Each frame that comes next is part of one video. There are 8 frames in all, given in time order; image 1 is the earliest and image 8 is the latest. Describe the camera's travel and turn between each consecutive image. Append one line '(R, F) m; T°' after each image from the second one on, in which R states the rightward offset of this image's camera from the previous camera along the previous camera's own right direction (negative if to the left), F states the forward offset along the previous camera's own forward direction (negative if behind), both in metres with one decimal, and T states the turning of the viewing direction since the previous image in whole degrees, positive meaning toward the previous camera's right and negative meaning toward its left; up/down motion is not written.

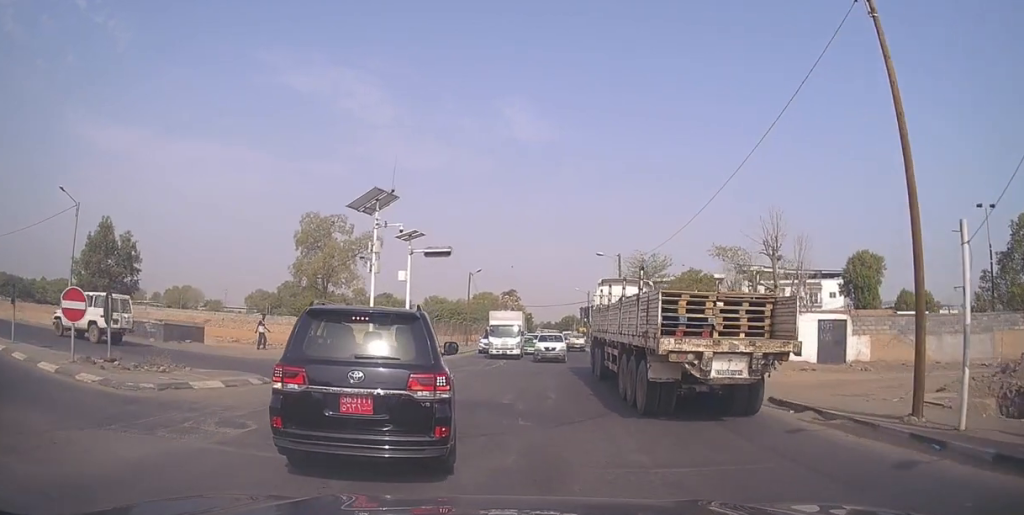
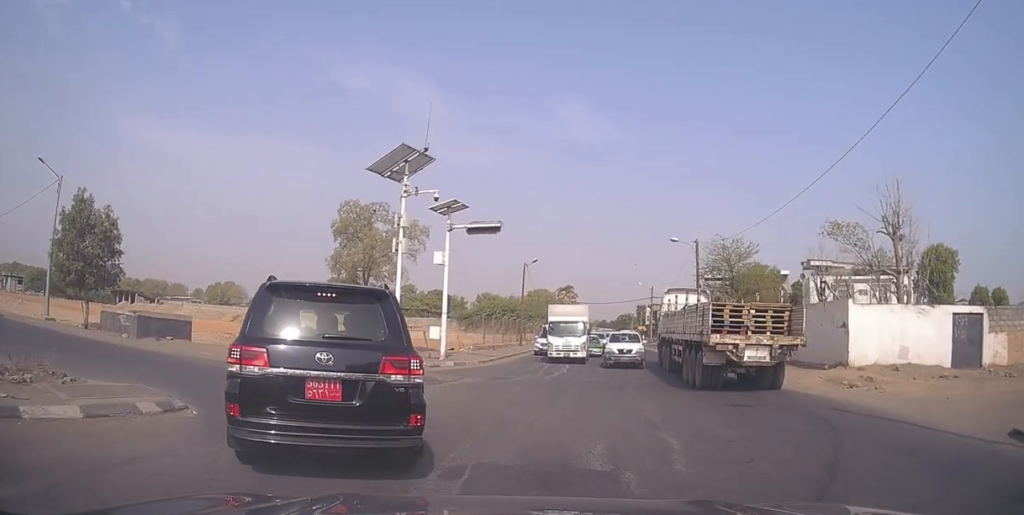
(+0.2, +7.7) m; -5°
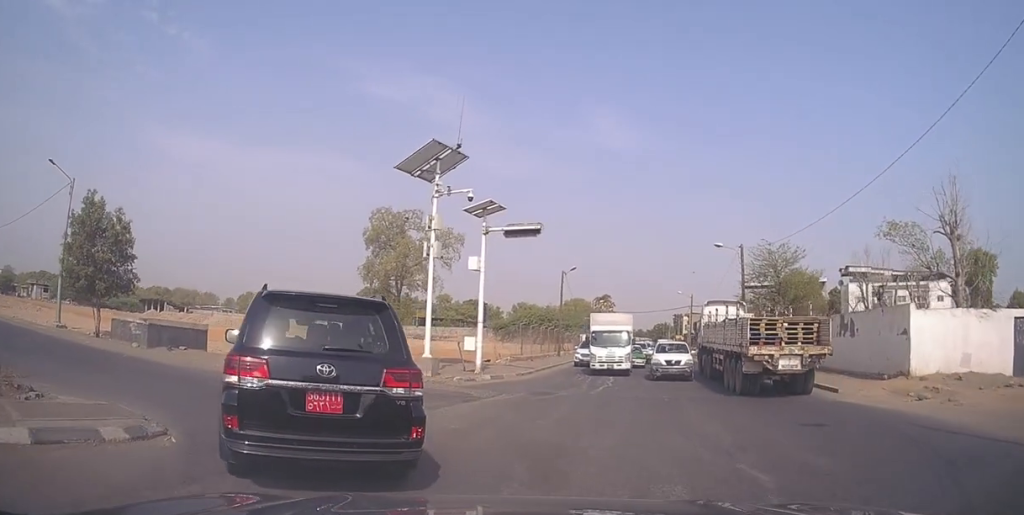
(-0.2, +2.0) m; -5°
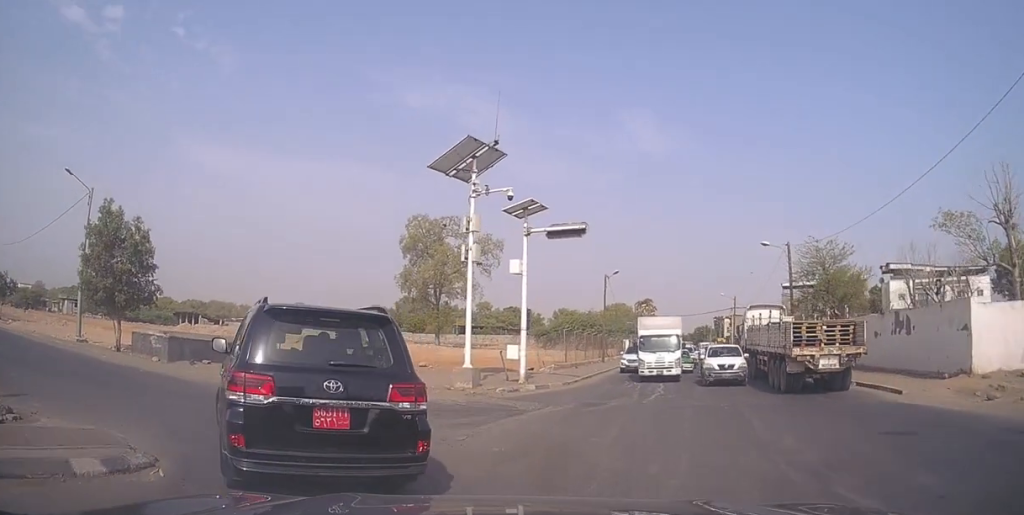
(-0.1, +1.5) m; -4°
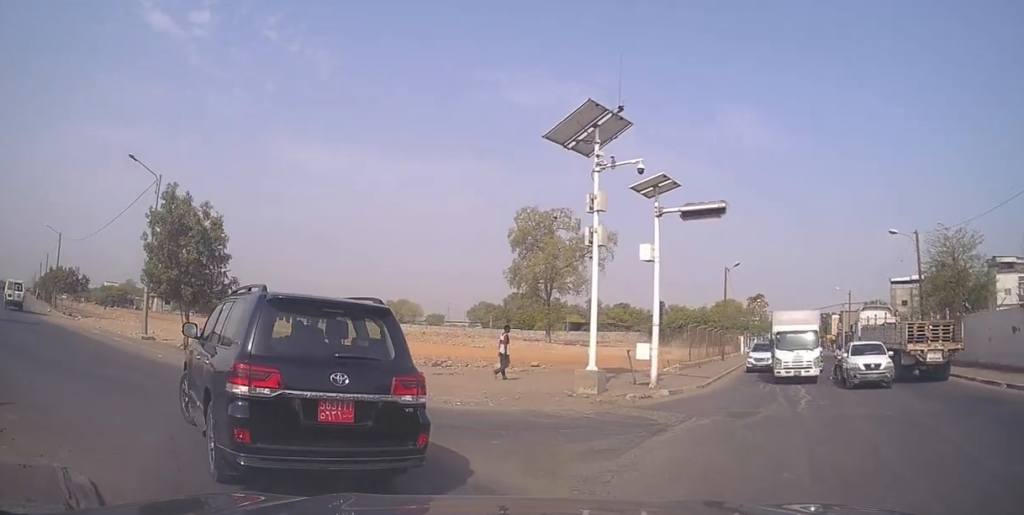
(-0.1, +3.3) m; -12°
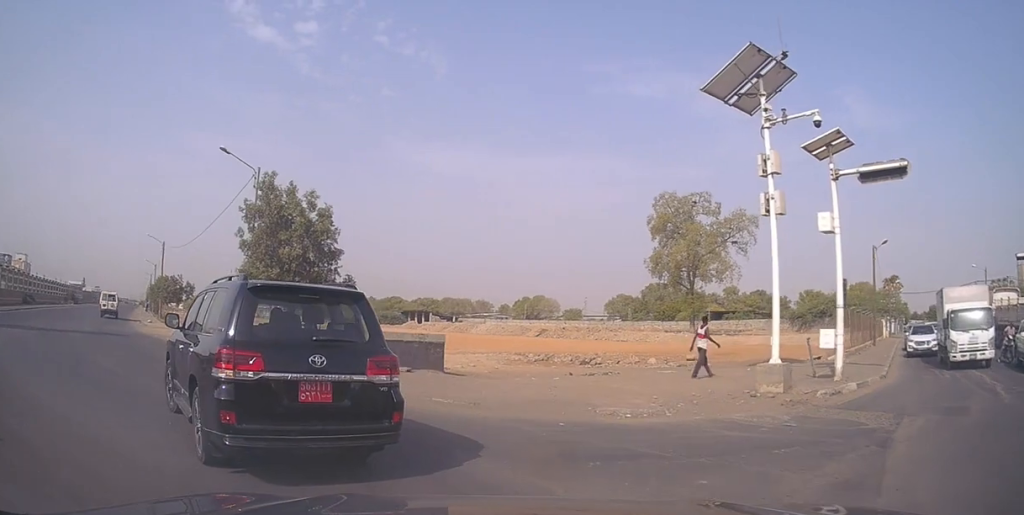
(-0.5, +3.3) m; -31°
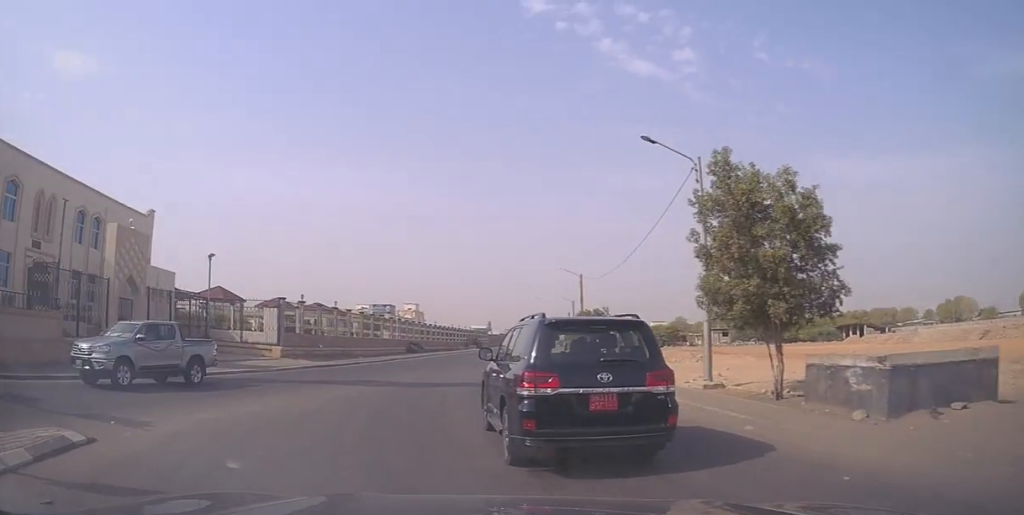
(-2.5, +6.4) m; -28°
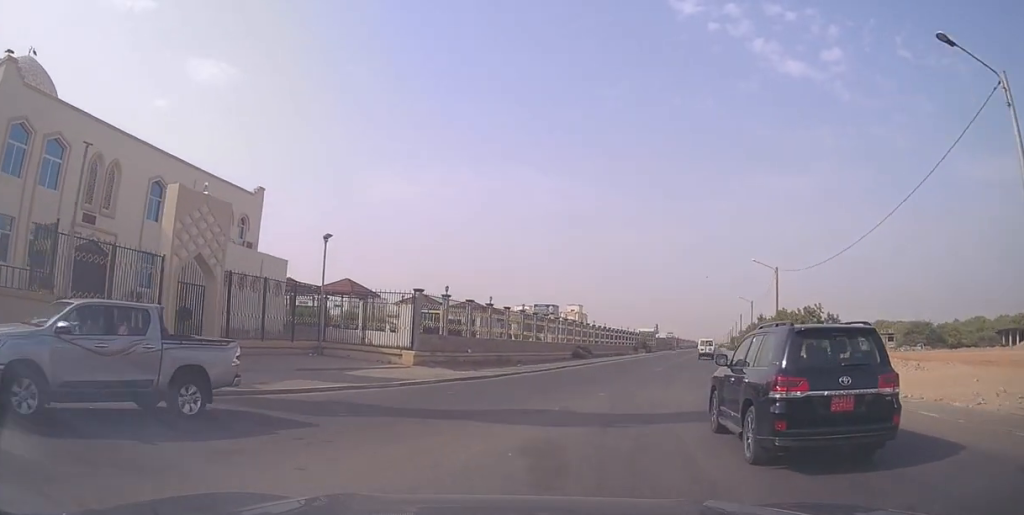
(-0.7, +6.3) m; -5°
